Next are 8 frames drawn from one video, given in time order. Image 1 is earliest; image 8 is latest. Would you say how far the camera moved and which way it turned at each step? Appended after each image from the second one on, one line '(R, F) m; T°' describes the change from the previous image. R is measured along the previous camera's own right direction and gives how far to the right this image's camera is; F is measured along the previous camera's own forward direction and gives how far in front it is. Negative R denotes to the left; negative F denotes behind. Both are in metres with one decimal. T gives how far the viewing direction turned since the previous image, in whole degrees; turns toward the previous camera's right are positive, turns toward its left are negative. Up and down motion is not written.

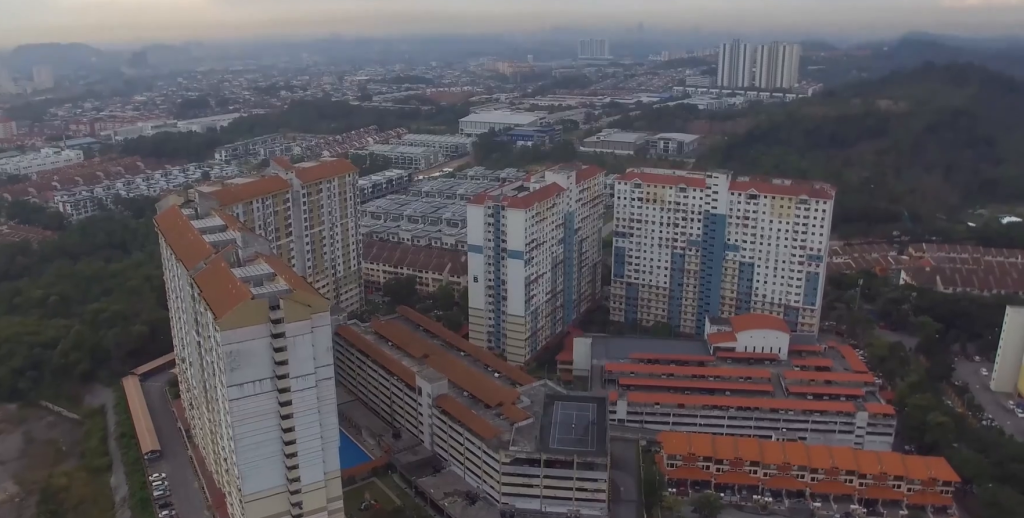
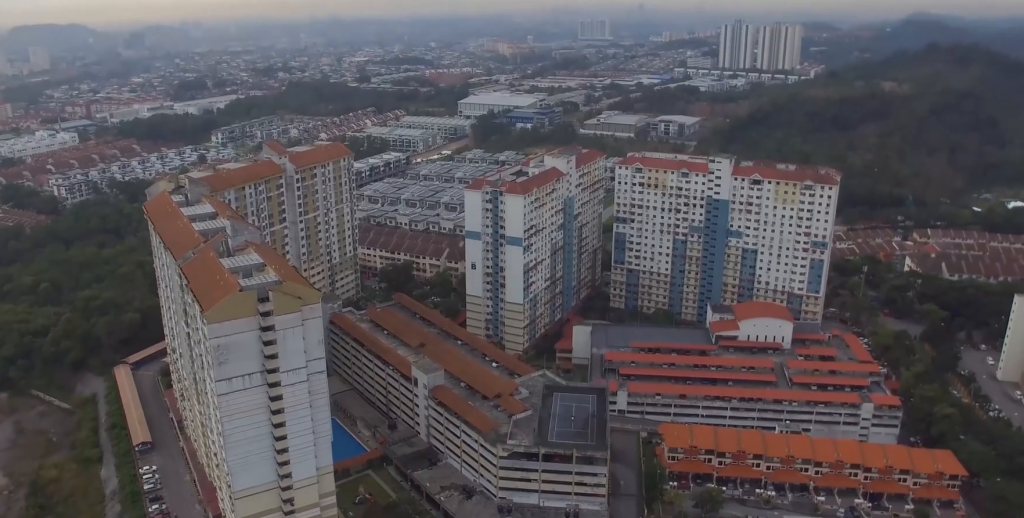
(0.0, +5.6) m; 0°
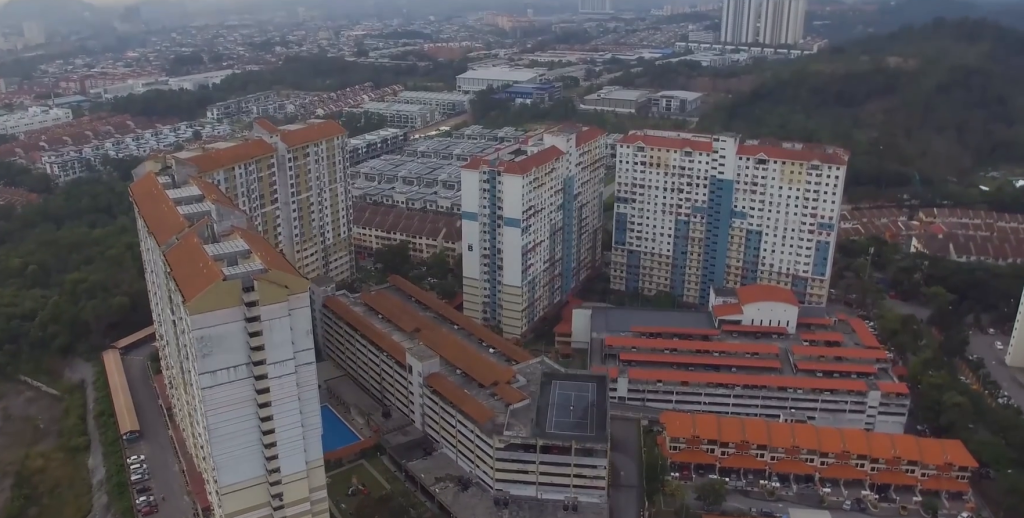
(0.0, +7.6) m; 0°
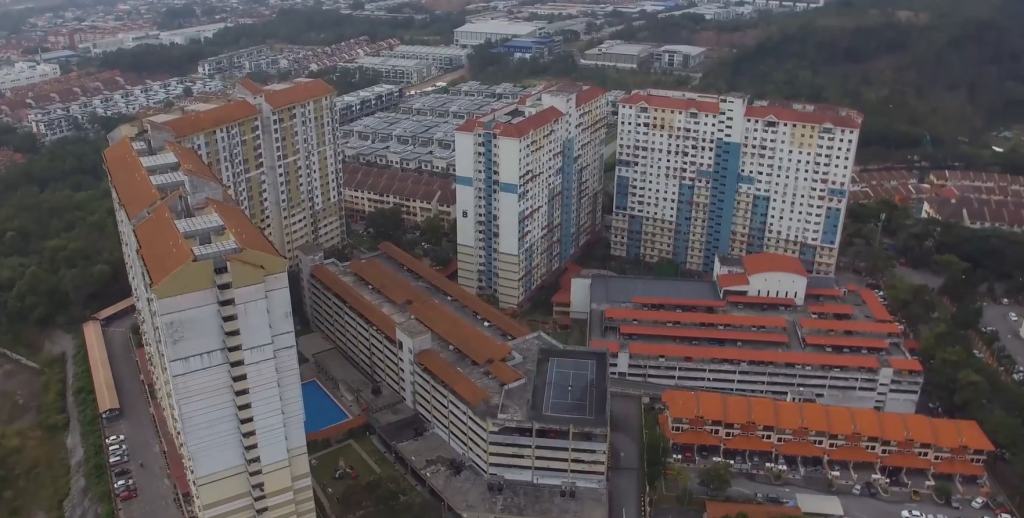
(0.0, +11.9) m; 0°
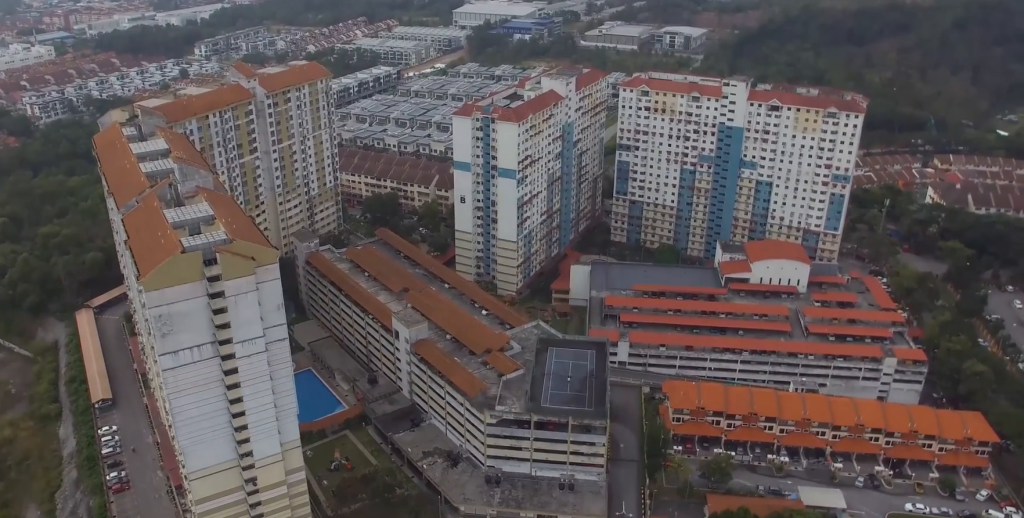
(0.0, +4.4) m; 0°
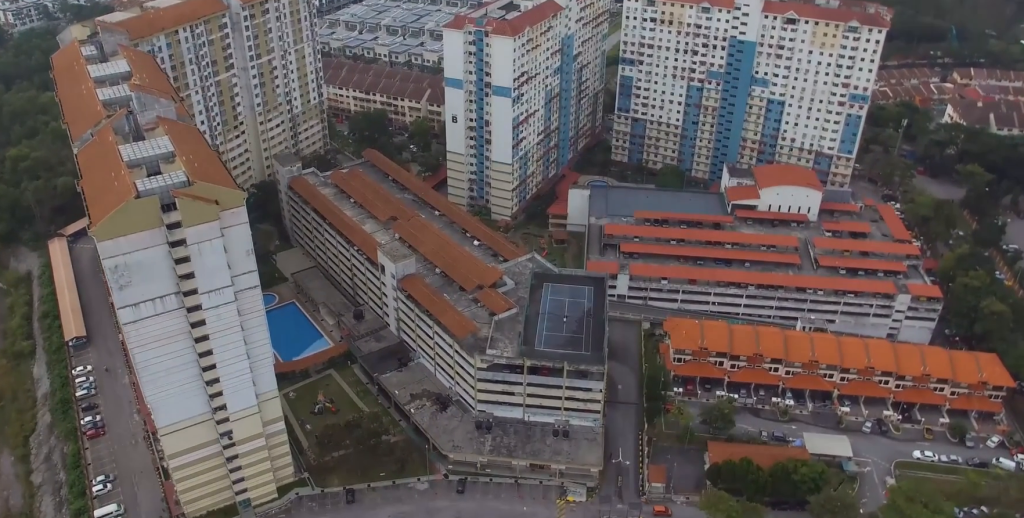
(0.0, +13.9) m; 0°
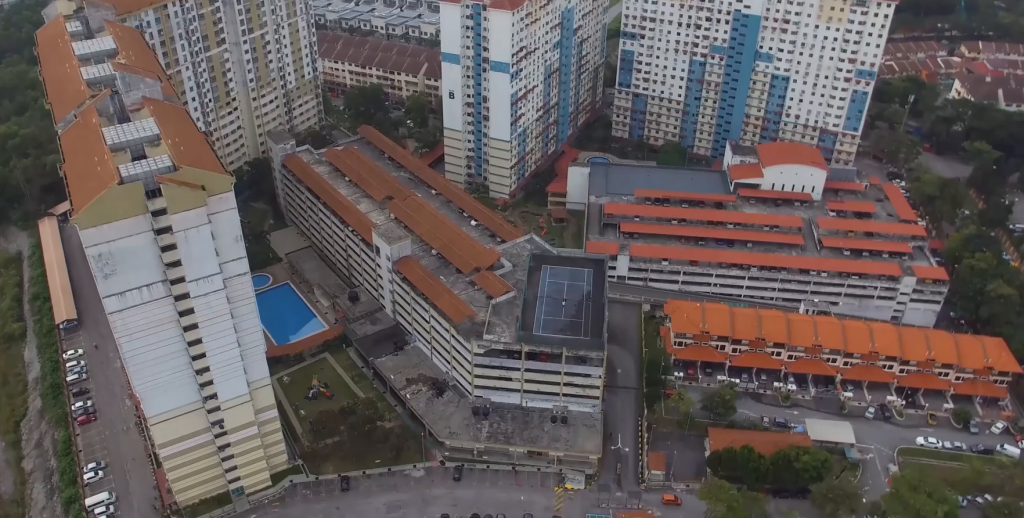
(0.0, +4.3) m; 0°
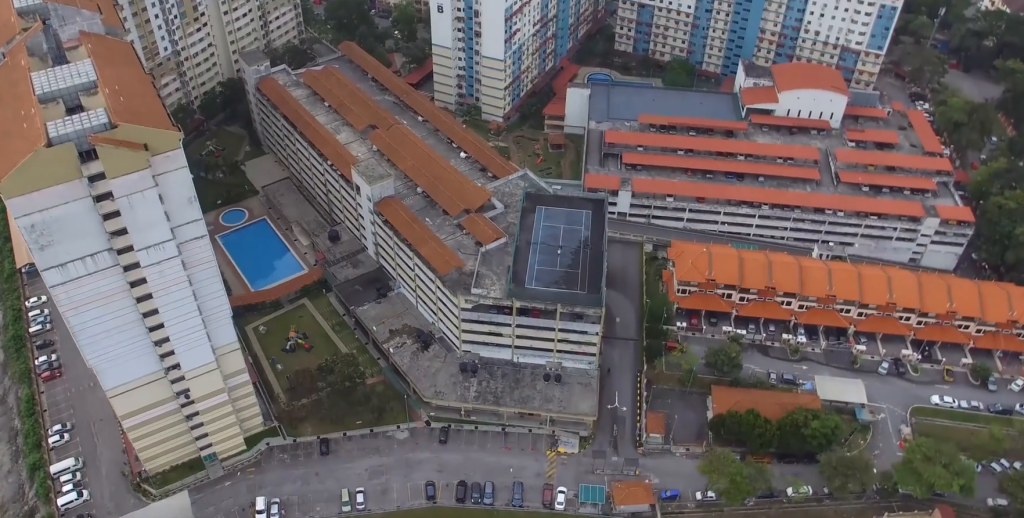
(0.0, +16.9) m; 0°
